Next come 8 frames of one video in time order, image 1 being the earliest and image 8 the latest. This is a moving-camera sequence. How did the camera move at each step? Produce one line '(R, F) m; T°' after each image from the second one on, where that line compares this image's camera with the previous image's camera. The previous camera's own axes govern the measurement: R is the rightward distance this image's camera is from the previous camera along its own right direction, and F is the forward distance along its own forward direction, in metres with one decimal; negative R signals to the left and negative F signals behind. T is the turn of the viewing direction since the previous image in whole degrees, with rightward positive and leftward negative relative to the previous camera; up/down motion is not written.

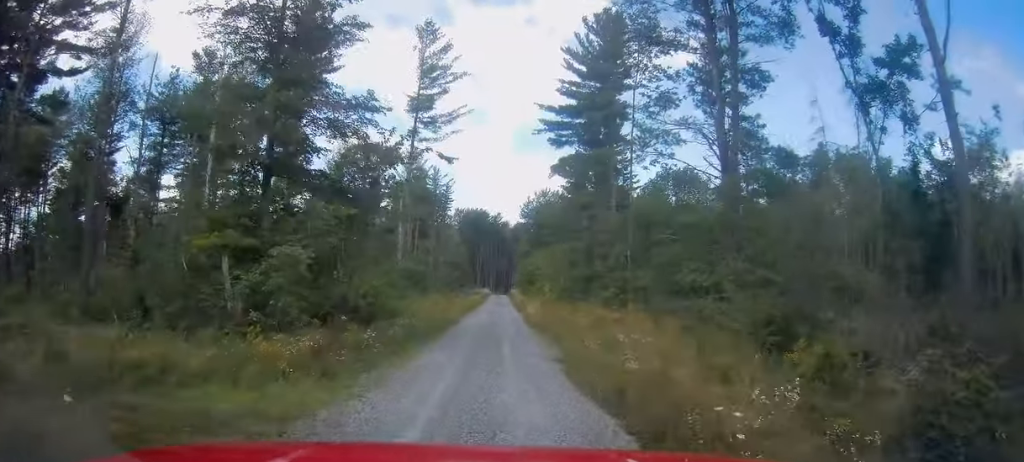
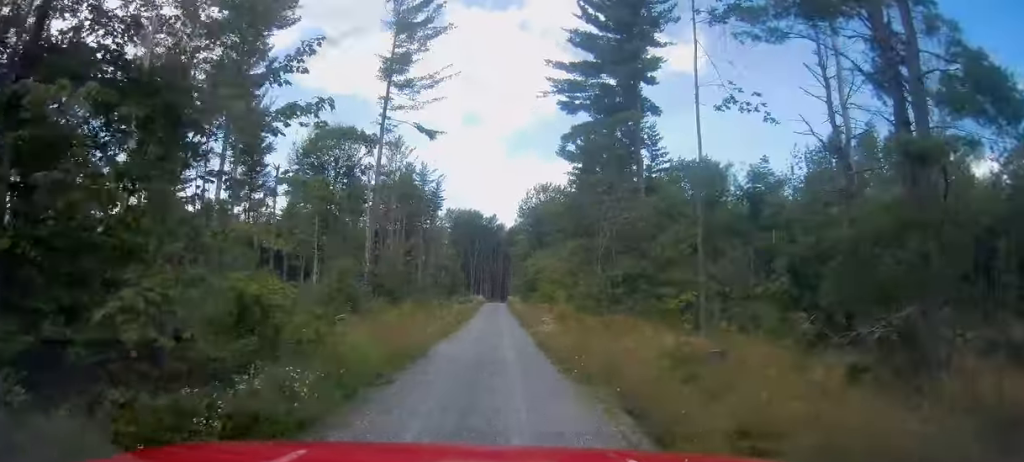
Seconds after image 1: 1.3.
(+0.6, +12.6) m; +1°
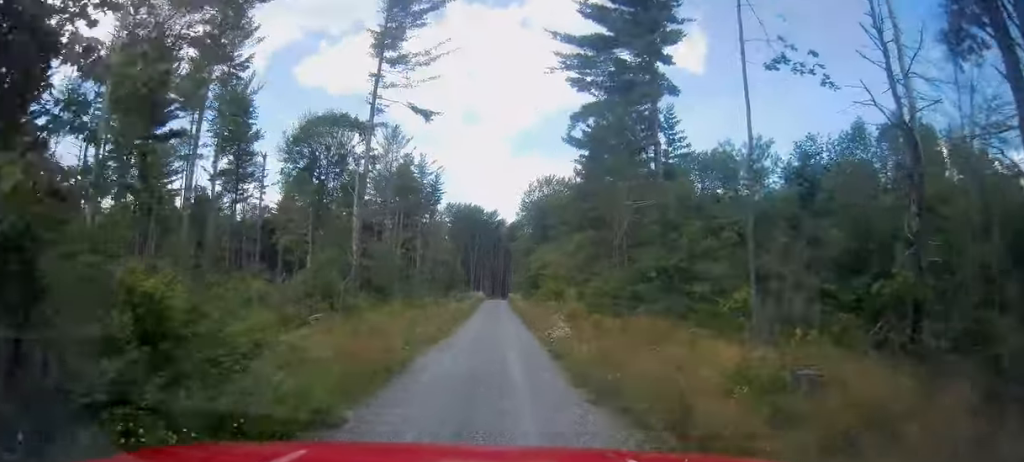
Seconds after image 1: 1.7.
(-0.2, +4.4) m; -1°
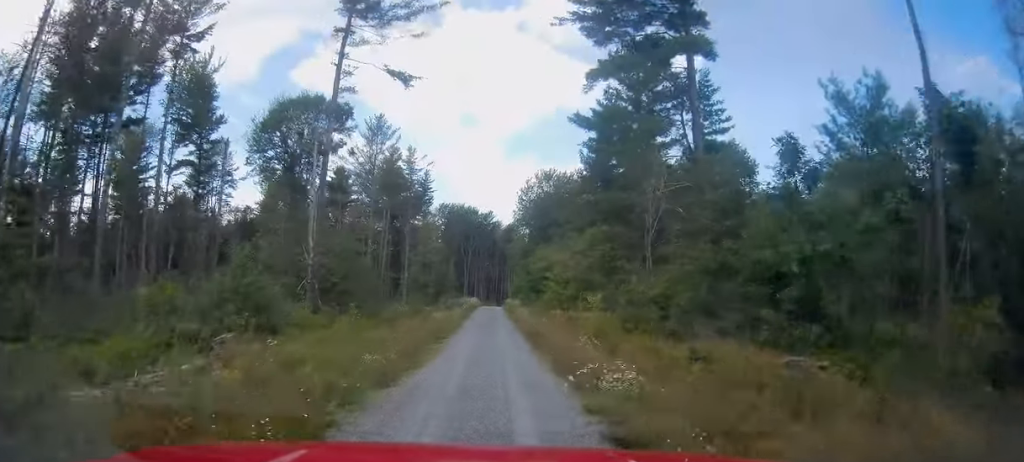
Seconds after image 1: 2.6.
(-0.1, +8.6) m; 0°
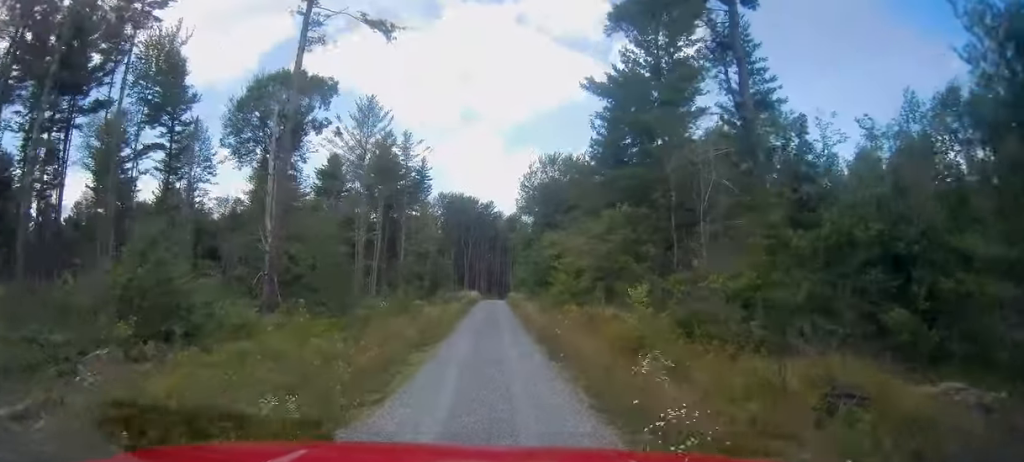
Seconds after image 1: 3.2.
(+0.1, +6.2) m; +1°
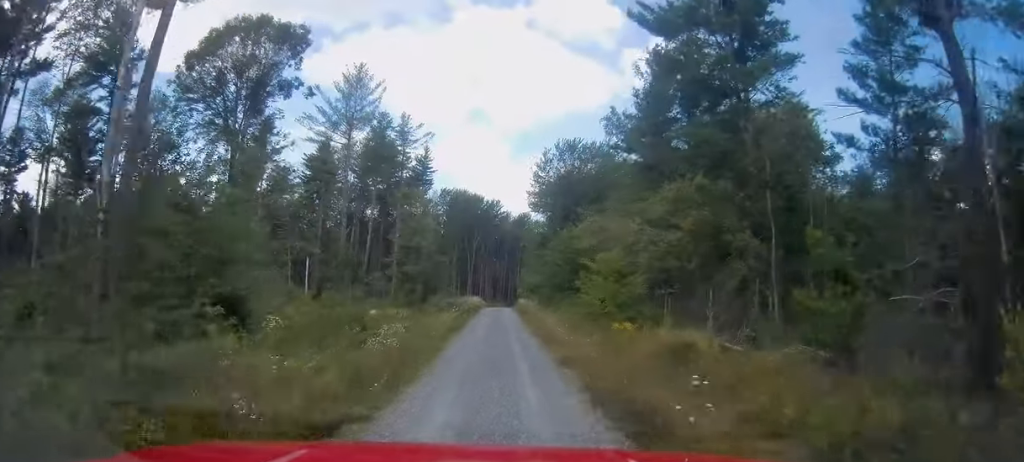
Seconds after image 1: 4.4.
(-0.1, +12.1) m; 0°
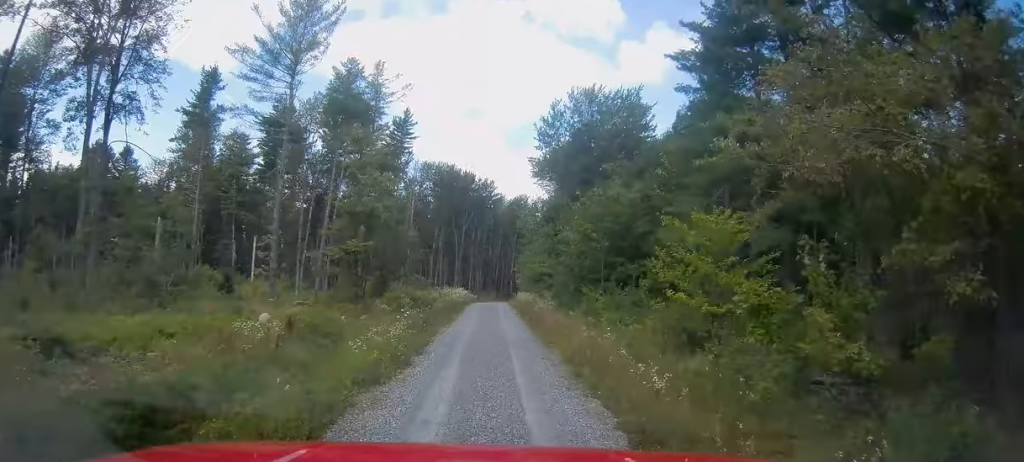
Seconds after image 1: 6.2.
(+0.8, +17.2) m; +1°
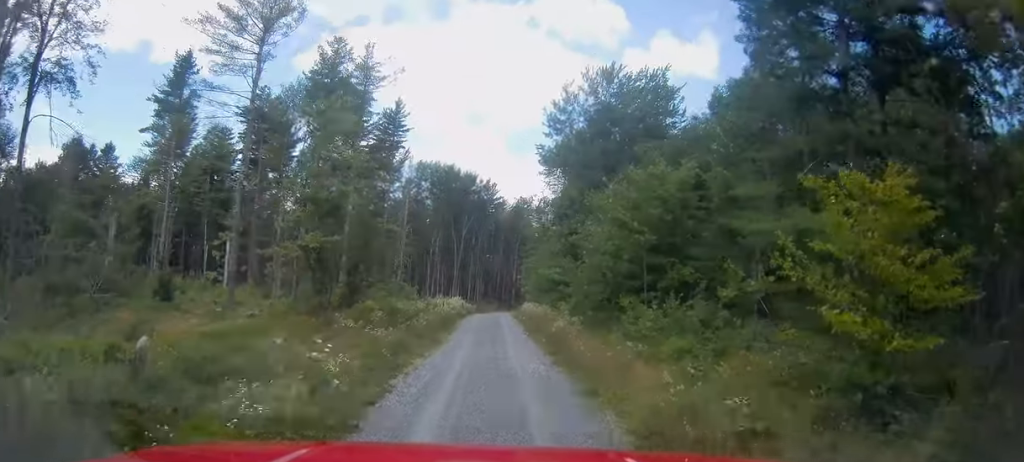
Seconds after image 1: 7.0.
(-0.6, +7.7) m; -4°
